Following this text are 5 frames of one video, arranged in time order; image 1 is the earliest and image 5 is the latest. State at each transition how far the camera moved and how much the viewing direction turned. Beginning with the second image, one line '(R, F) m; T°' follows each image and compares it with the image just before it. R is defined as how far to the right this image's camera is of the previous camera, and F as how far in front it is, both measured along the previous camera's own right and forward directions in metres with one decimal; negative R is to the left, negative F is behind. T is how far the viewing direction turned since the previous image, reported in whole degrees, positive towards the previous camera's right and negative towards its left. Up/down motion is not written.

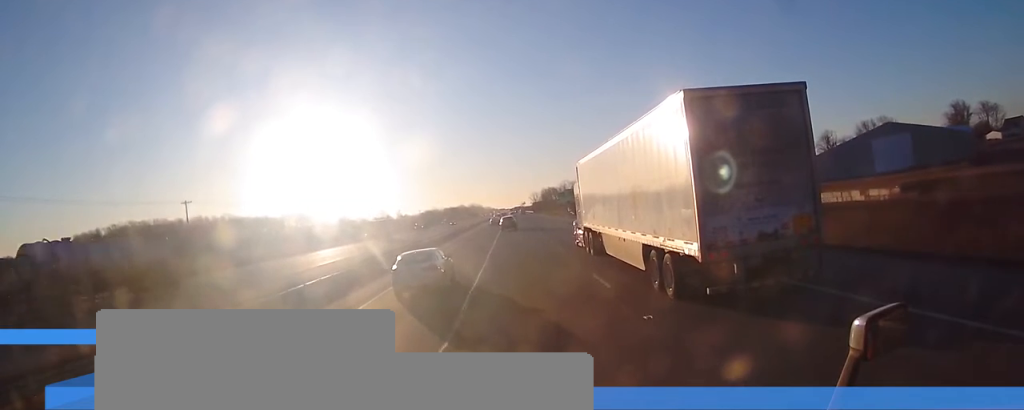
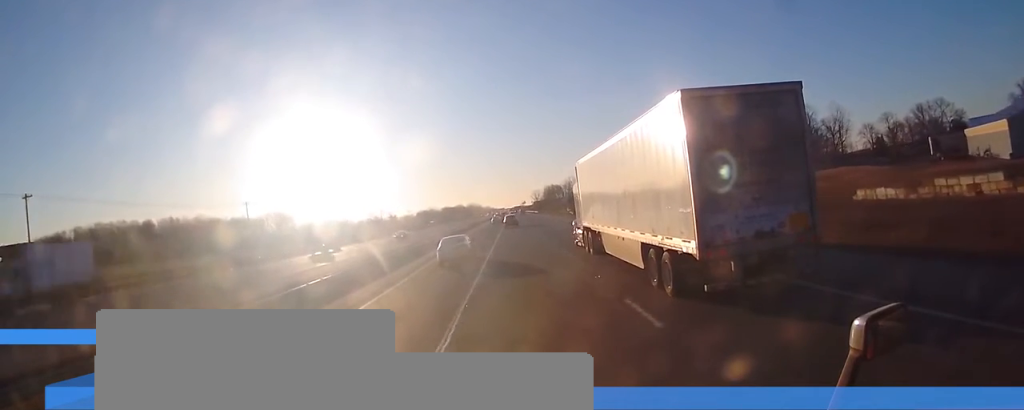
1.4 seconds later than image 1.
(+0.2, +41.3) m; 0°
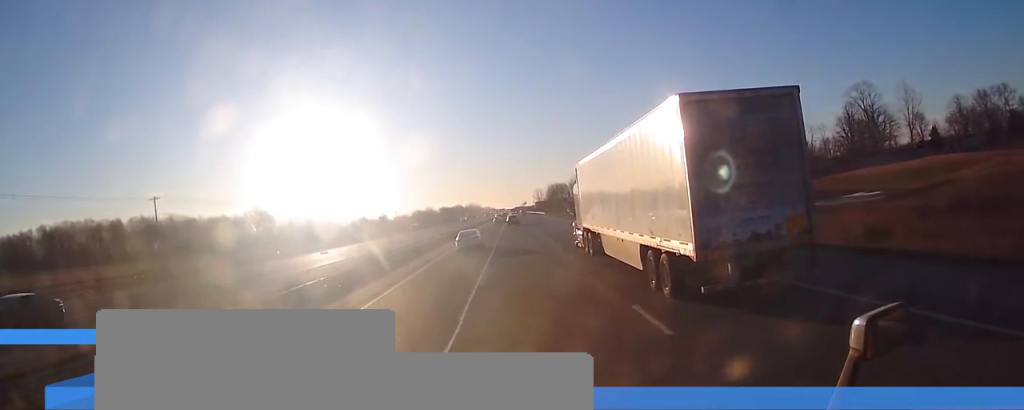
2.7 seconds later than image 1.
(-0.2, +36.5) m; 0°
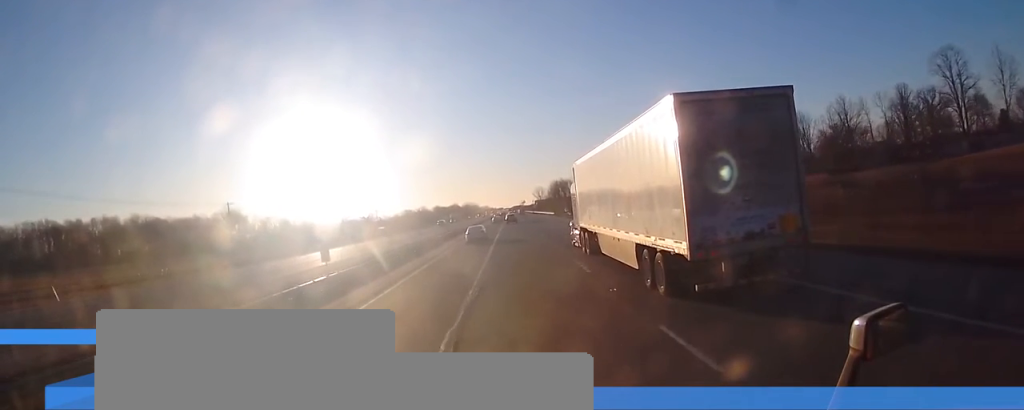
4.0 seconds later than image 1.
(+0.3, +38.0) m; +1°
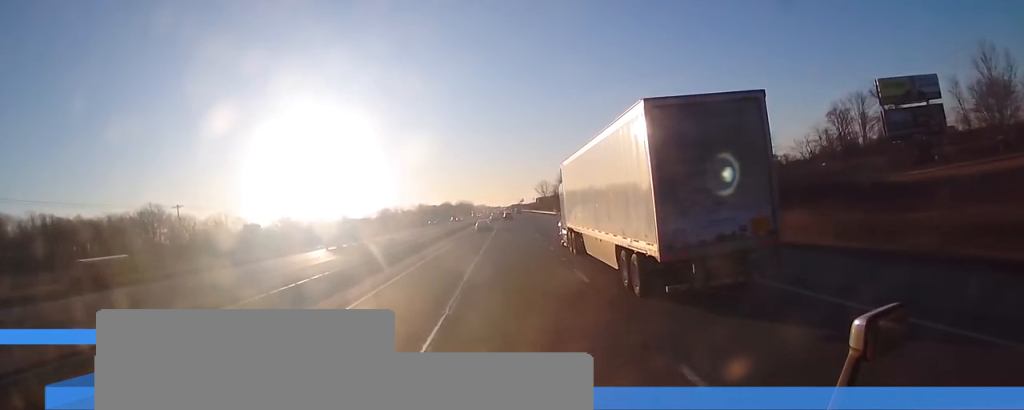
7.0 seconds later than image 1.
(-0.4, +87.0) m; 0°
